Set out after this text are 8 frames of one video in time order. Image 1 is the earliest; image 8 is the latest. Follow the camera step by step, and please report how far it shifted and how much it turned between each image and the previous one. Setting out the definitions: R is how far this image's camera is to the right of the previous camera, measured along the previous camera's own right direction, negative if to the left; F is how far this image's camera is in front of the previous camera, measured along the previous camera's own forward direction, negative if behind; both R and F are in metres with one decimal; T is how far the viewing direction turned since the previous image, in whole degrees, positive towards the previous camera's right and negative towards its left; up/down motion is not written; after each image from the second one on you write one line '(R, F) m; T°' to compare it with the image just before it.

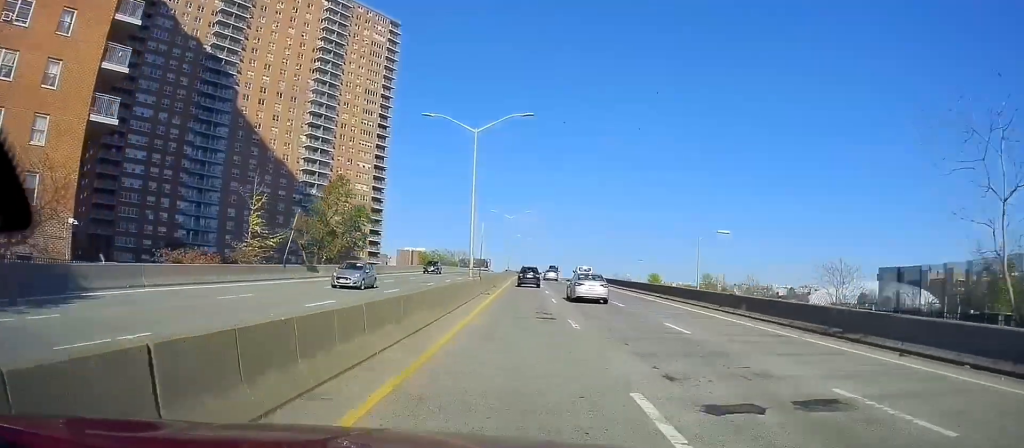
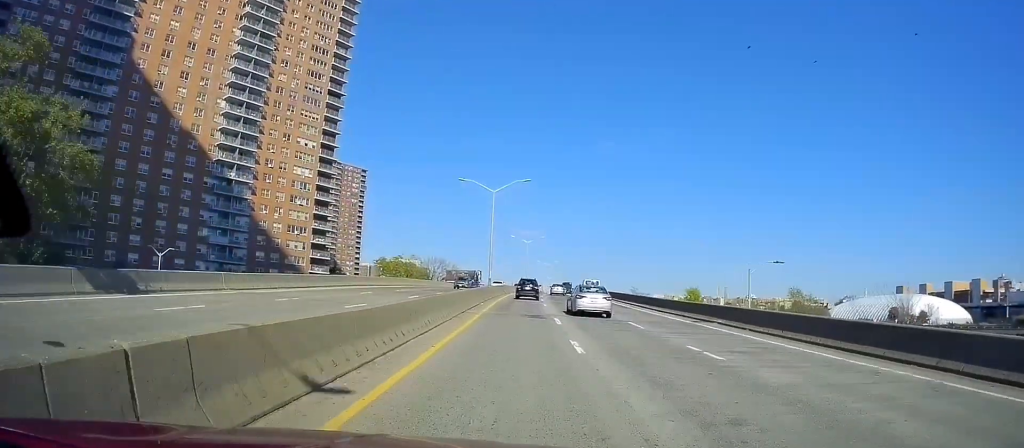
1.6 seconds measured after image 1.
(-0.2, +38.2) m; +1°
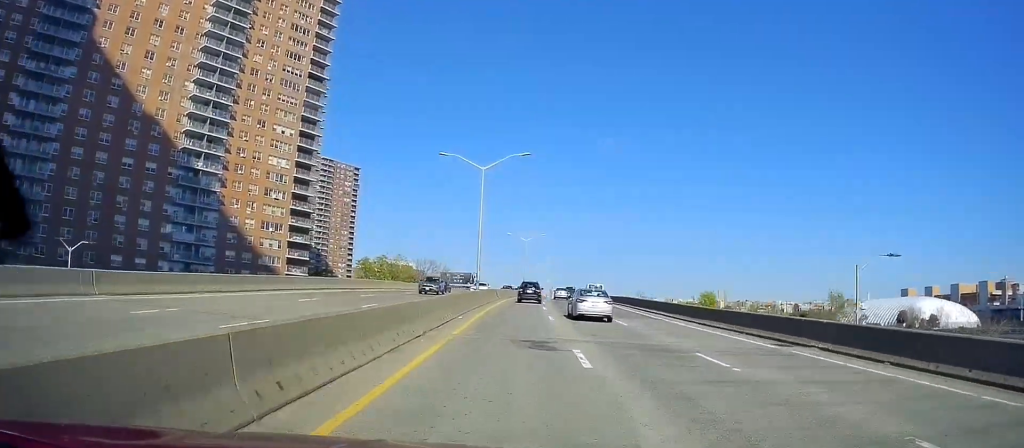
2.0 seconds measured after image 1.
(0.0, +10.6) m; +1°
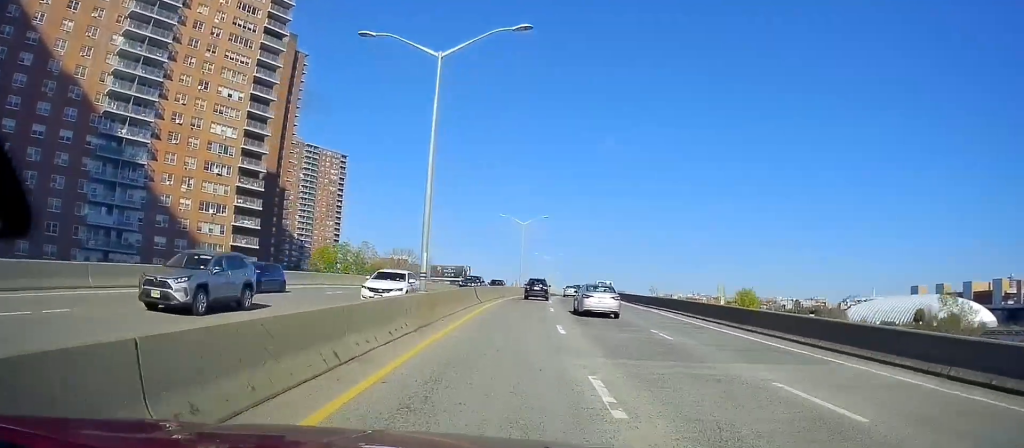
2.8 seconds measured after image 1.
(+0.3, +19.4) m; +1°
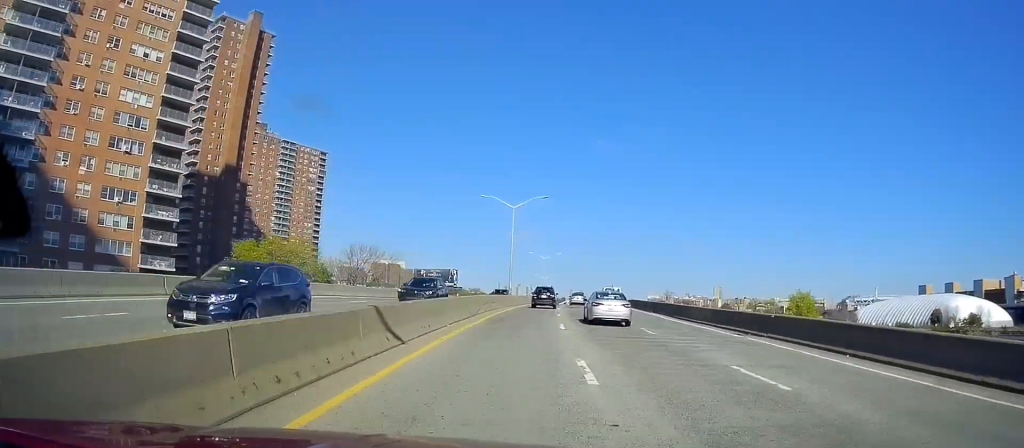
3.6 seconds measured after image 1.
(+0.1, +19.9) m; 0°
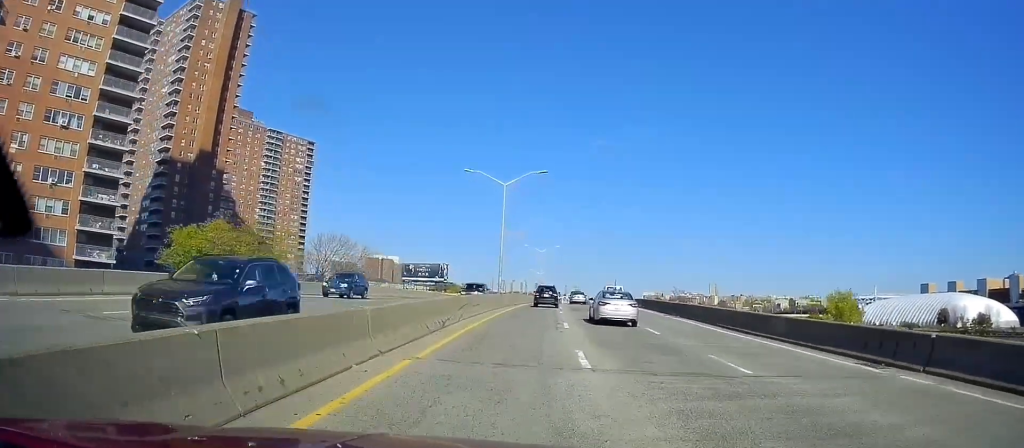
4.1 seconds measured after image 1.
(0.0, +10.3) m; 0°
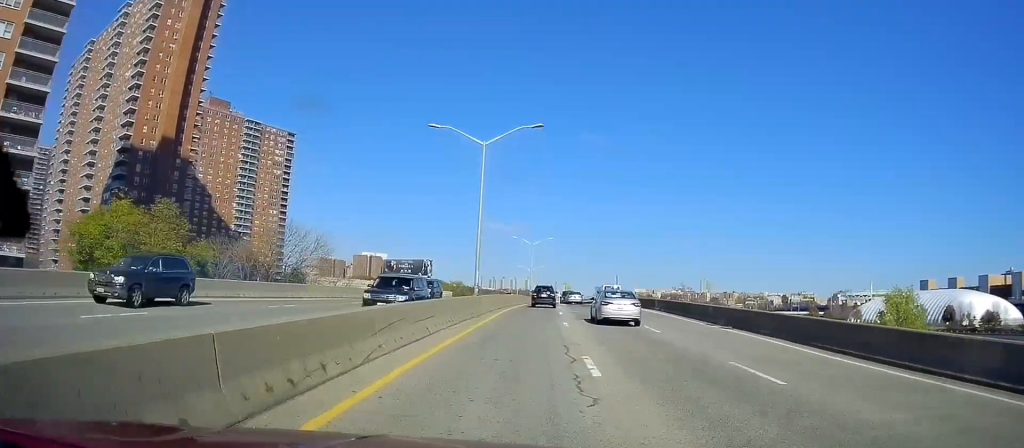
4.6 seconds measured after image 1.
(0.0, +11.7) m; 0°
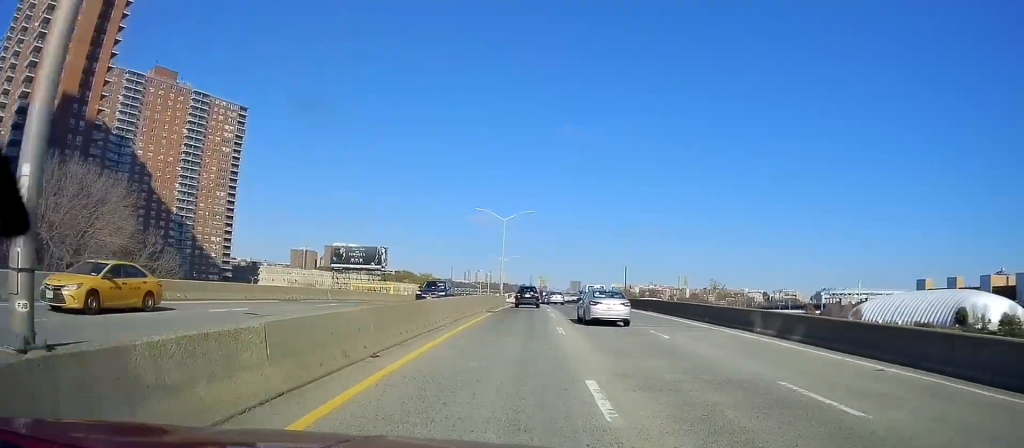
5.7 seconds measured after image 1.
(0.0, +26.4) m; +1°
